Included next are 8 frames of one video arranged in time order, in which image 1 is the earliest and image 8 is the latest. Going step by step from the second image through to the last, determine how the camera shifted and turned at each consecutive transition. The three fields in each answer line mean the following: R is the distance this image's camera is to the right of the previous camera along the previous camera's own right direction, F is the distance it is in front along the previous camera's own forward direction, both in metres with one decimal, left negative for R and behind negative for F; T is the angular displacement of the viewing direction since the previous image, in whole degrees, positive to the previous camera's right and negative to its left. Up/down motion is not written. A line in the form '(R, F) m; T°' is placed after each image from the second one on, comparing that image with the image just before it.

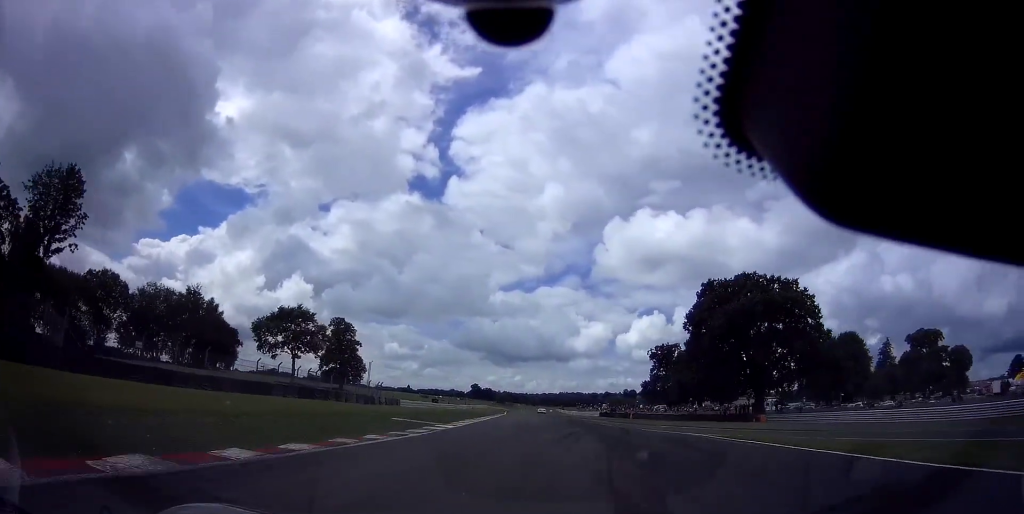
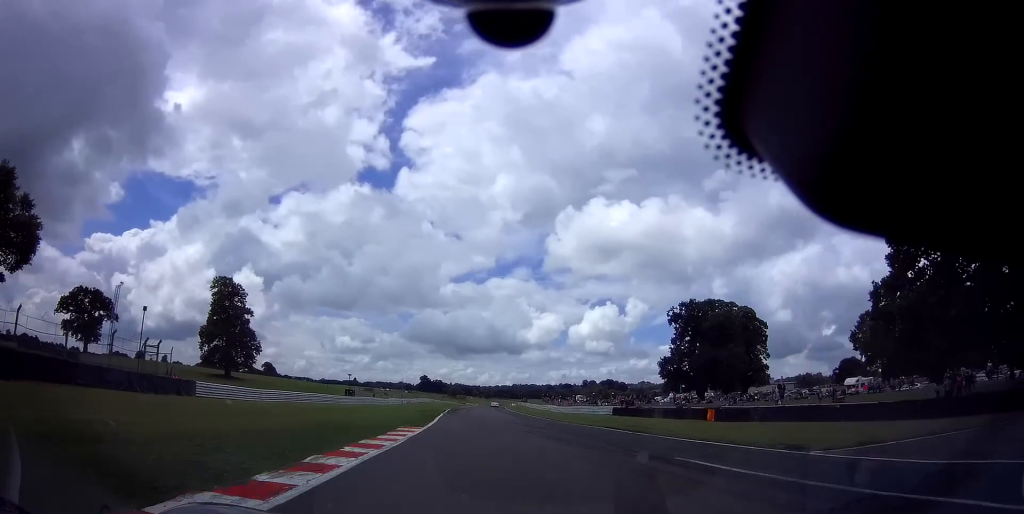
(+5.1, +48.1) m; +8°
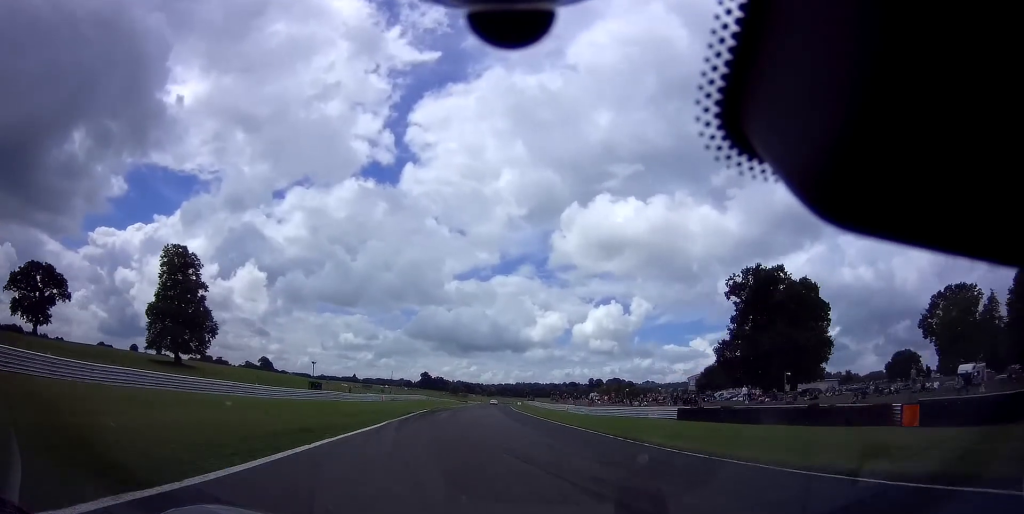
(+0.2, +22.8) m; +1°
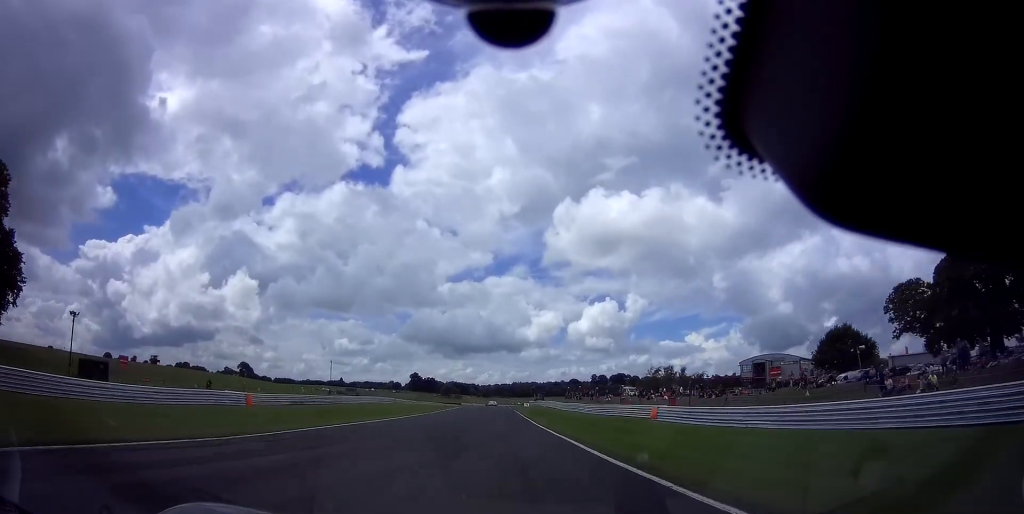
(-0.1, +50.8) m; 0°
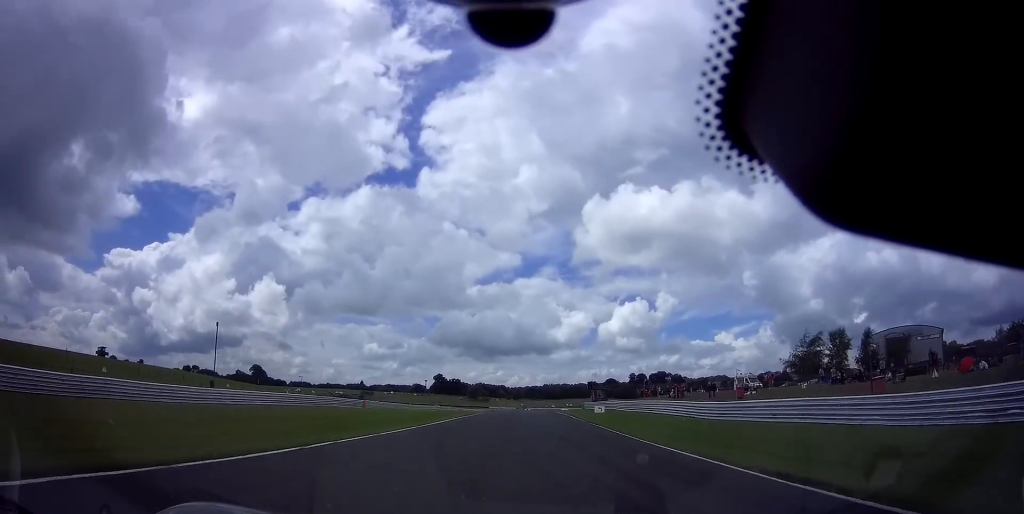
(-0.2, +48.8) m; 0°
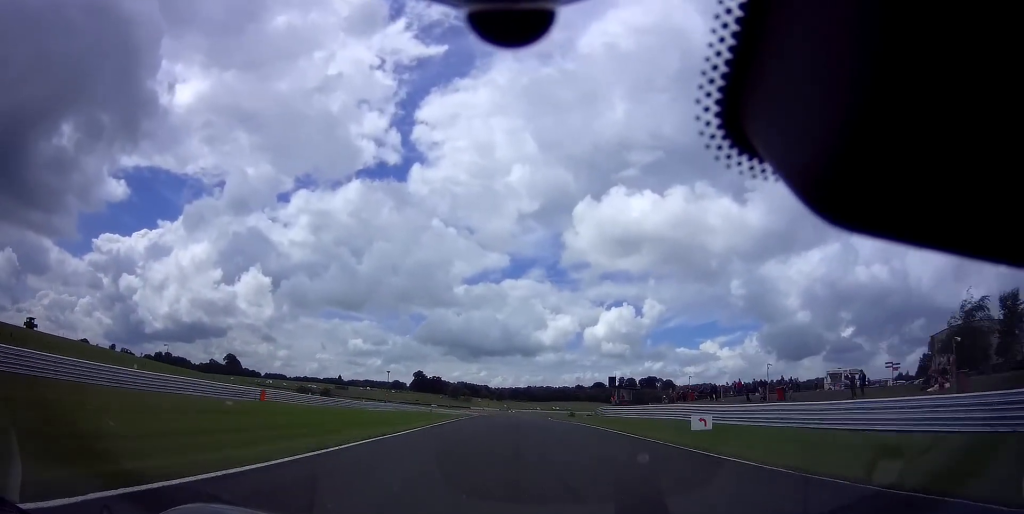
(-0.2, +27.2) m; +1°
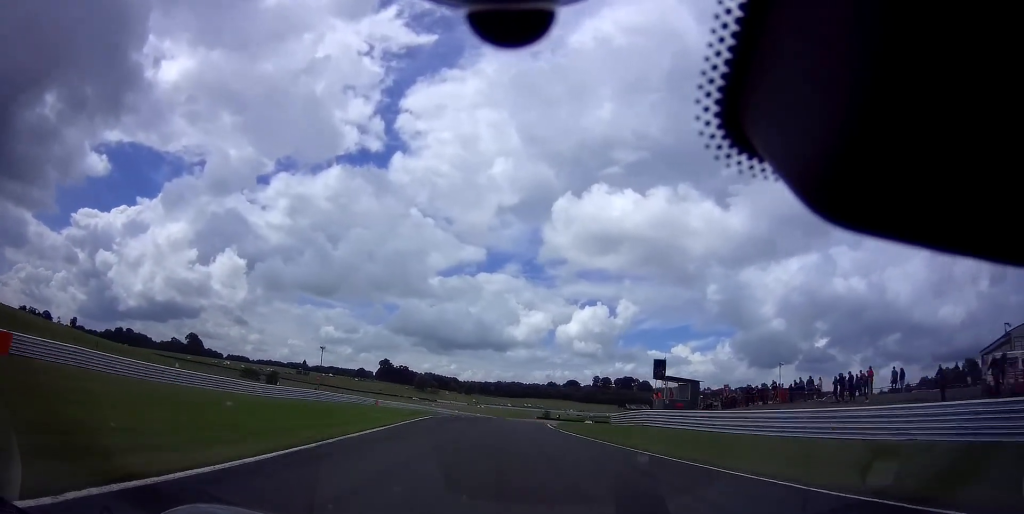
(+0.4, +25.1) m; +3°
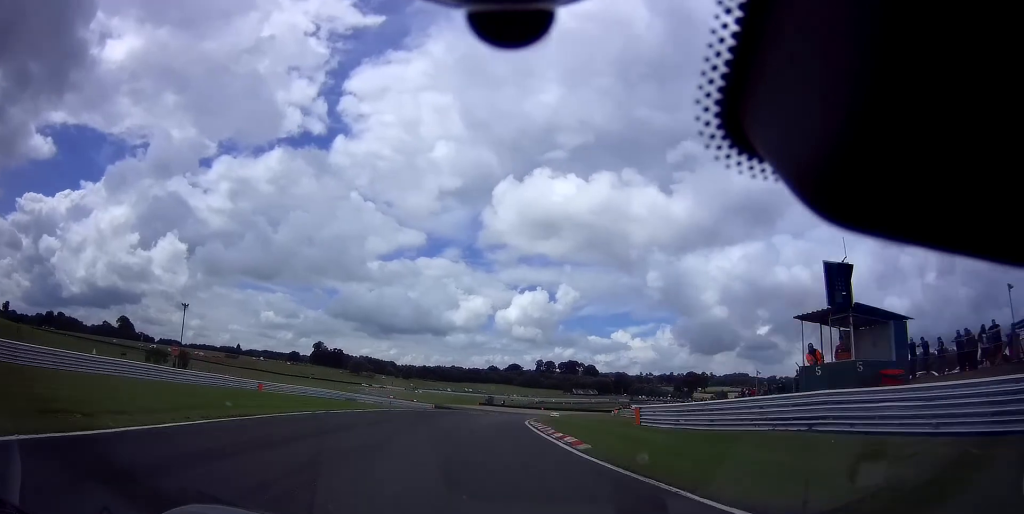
(0.0, +23.8) m; +4°
